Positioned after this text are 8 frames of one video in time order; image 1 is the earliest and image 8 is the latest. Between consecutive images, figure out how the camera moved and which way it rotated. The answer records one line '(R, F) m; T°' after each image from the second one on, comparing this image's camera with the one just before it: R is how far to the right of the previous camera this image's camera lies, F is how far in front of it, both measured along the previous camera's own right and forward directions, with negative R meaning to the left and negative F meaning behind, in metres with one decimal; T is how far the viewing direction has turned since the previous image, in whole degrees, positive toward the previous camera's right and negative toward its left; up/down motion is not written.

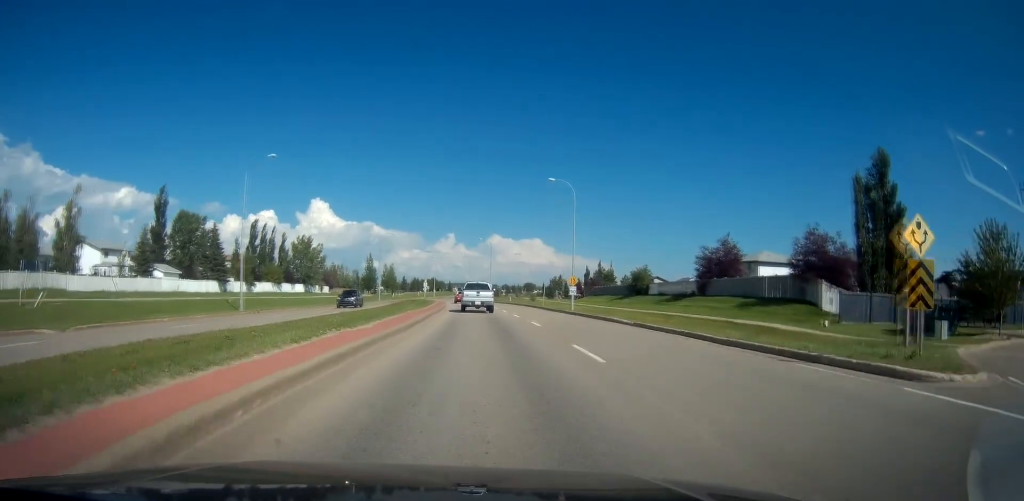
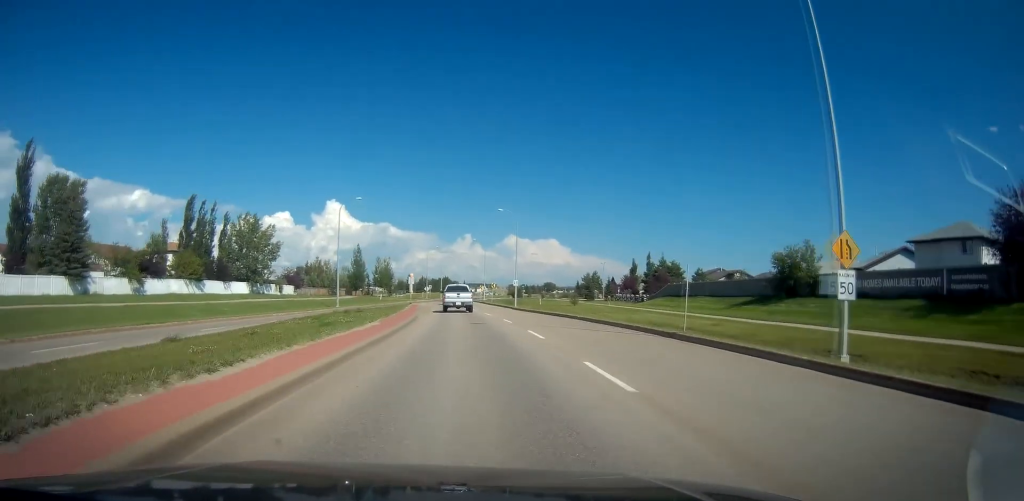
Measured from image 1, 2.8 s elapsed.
(-0.5, +40.2) m; -1°
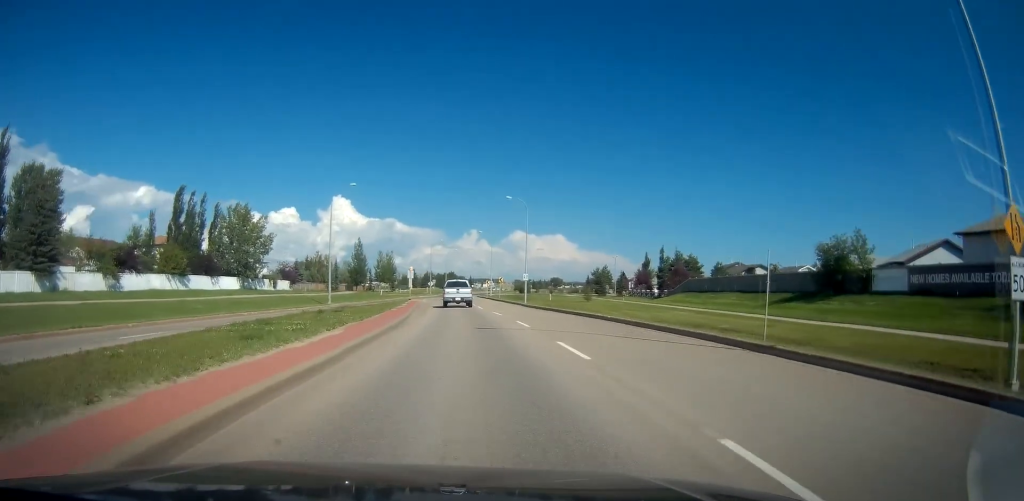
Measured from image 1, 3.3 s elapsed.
(-0.1, +6.1) m; -1°
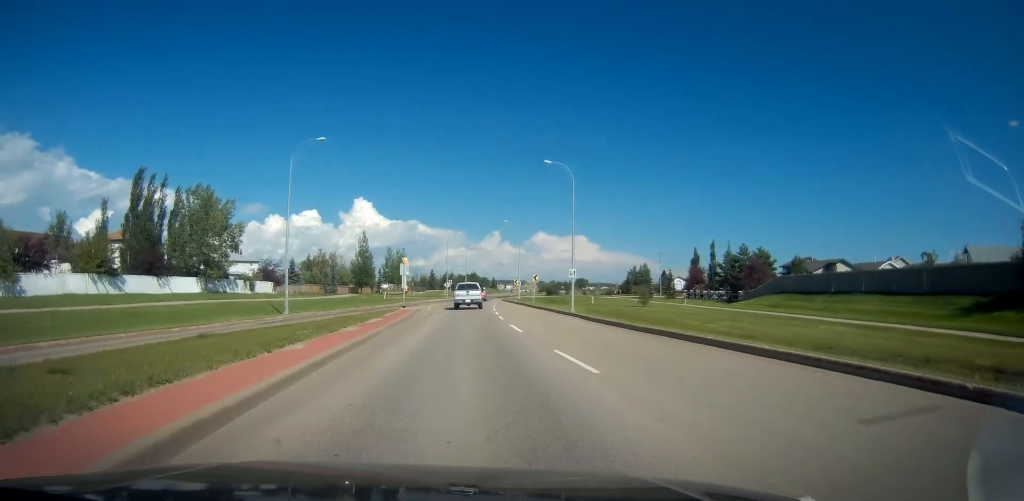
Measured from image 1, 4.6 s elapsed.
(-0.2, +19.4) m; -1°
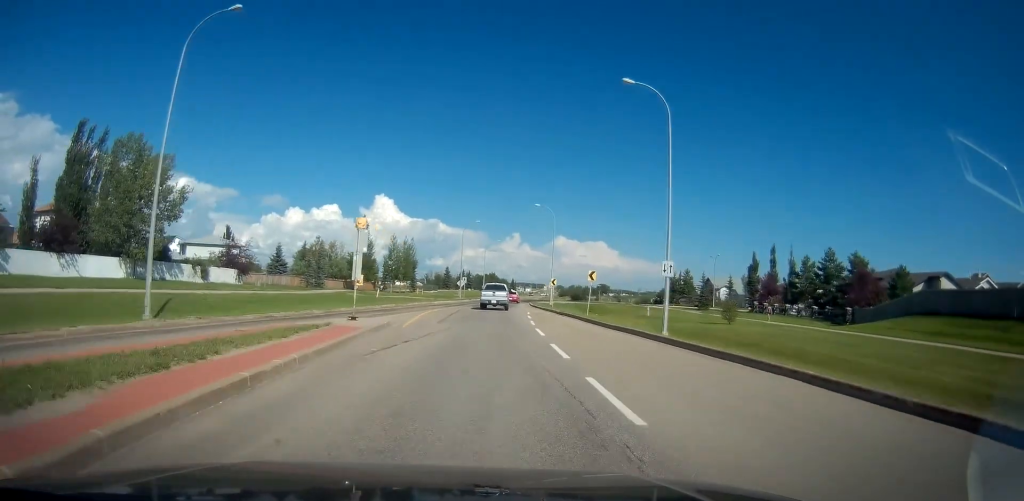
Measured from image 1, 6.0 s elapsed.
(-0.3, +20.2) m; -2°
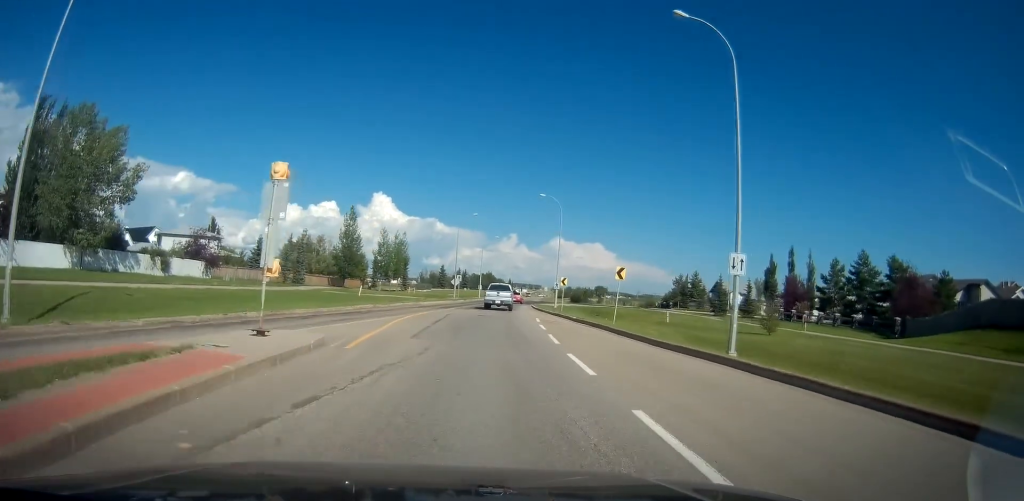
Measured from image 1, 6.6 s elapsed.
(-0.1, +8.2) m; -1°
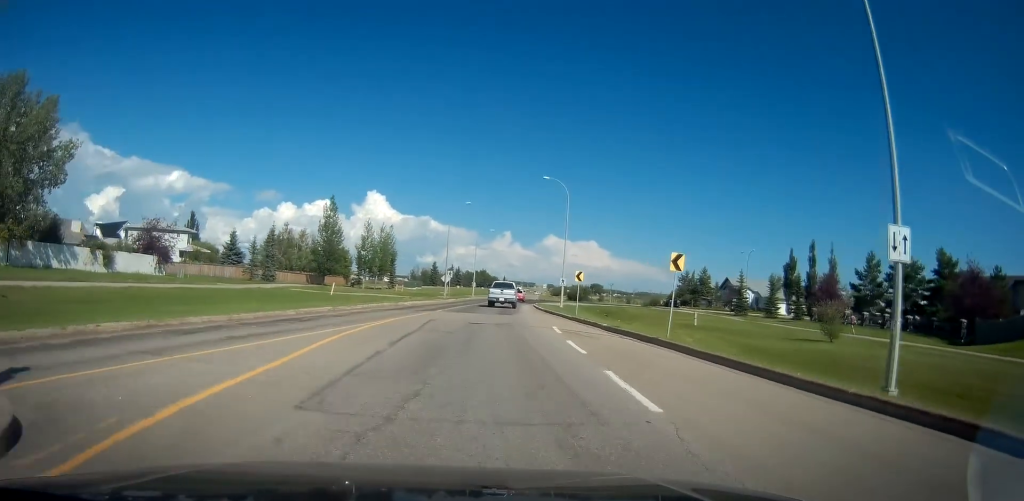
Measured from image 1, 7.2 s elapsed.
(0.0, +9.1) m; 0°
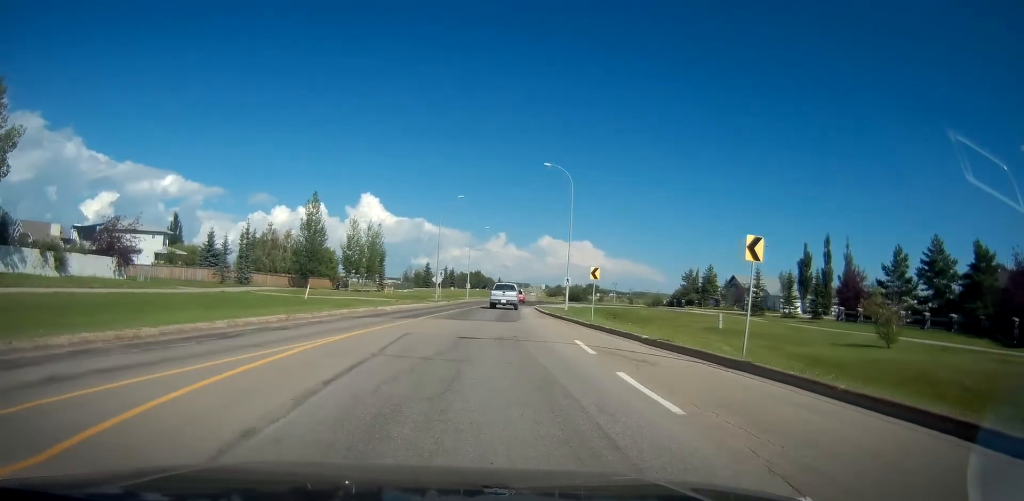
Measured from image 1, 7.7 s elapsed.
(0.0, +6.2) m; 0°
